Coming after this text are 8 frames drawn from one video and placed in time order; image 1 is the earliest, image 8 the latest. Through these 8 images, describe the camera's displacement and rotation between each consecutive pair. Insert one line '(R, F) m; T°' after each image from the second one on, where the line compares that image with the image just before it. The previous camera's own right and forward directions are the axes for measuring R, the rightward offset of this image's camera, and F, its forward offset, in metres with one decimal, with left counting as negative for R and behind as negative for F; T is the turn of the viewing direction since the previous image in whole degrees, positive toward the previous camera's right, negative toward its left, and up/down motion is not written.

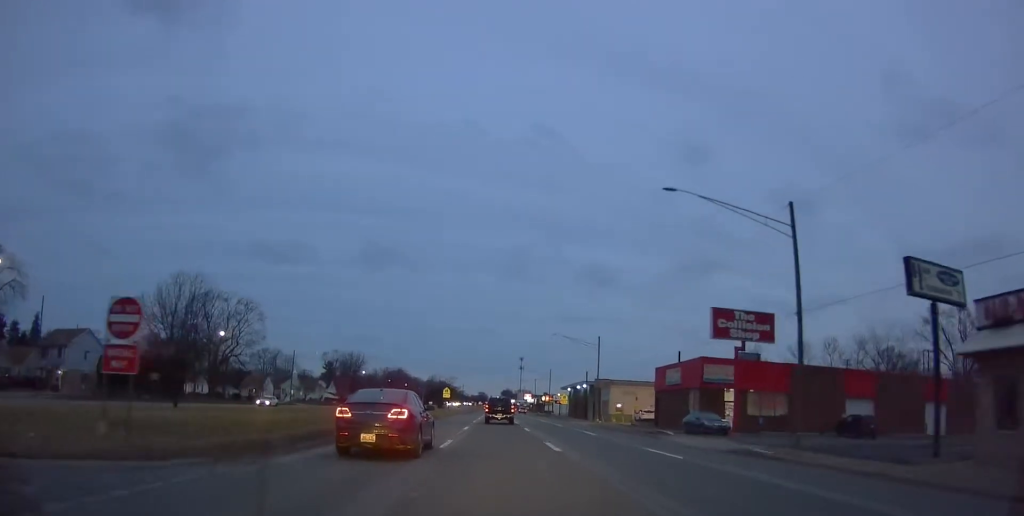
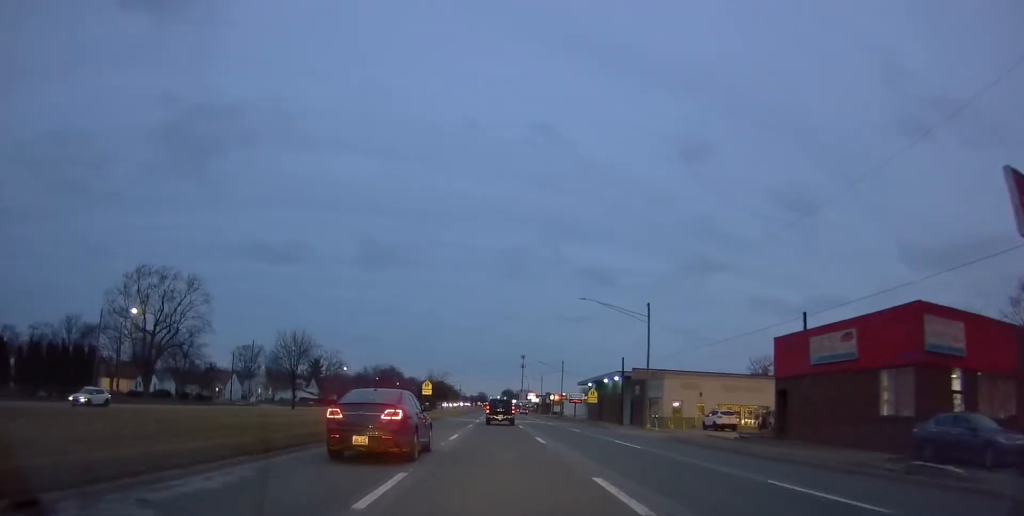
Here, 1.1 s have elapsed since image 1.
(-0.7, +24.0) m; -1°
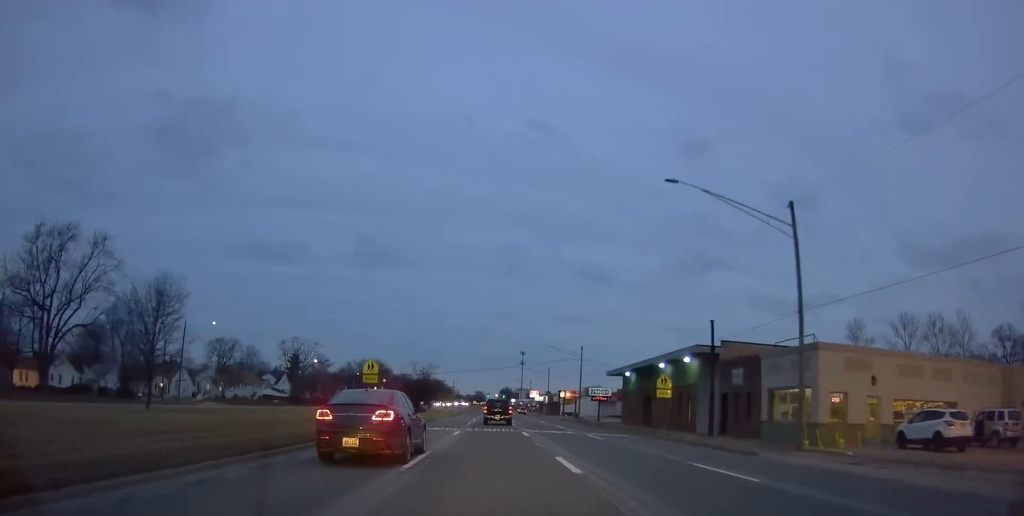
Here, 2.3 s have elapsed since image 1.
(+0.7, +26.1) m; +2°
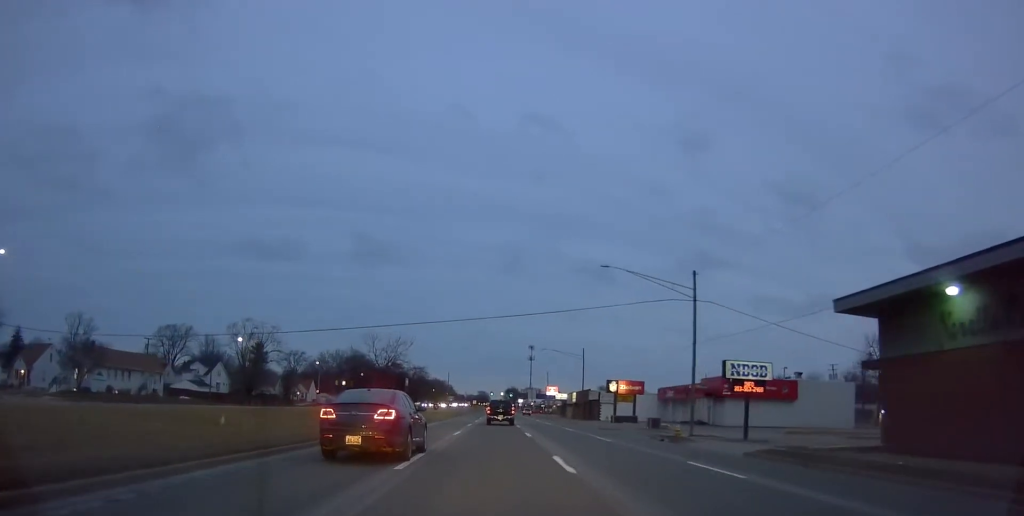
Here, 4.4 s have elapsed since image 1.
(-1.6, +46.4) m; -2°
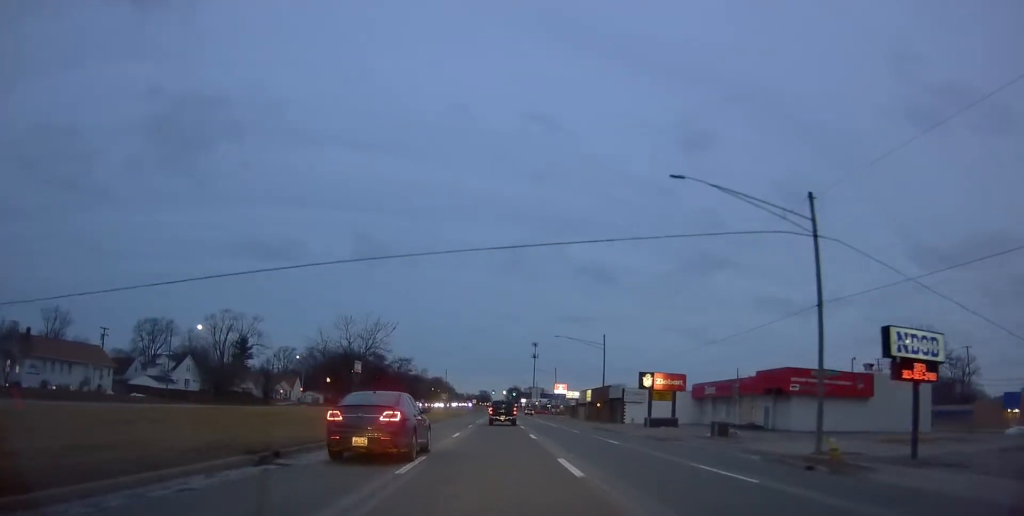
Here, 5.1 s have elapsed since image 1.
(+0.5, +15.3) m; +2°
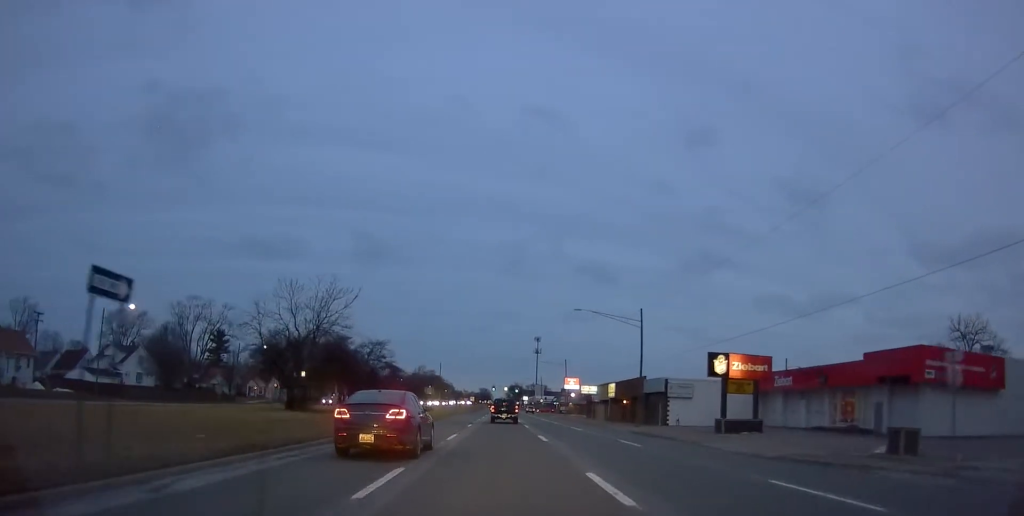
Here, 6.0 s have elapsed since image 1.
(+0.1, +18.2) m; 0°
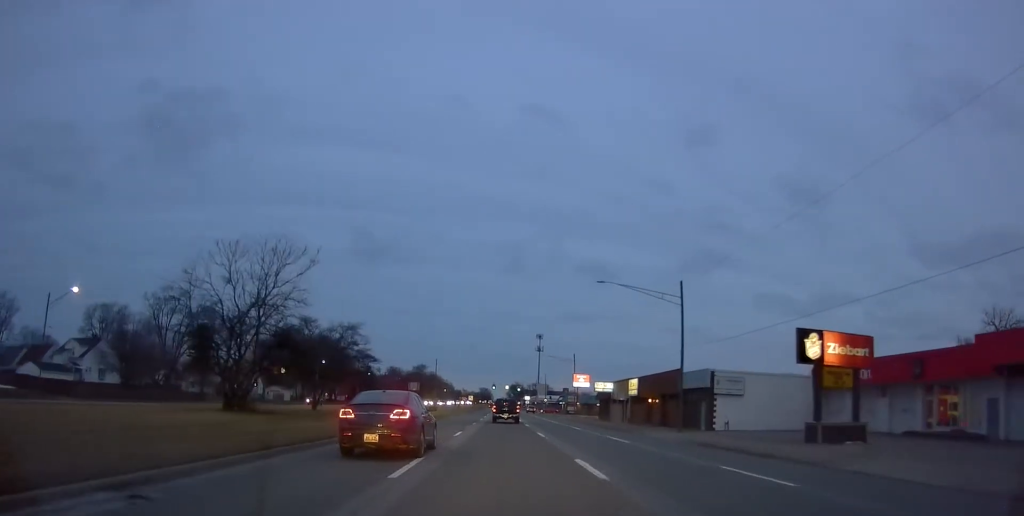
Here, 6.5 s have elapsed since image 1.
(0.0, +11.6) m; 0°
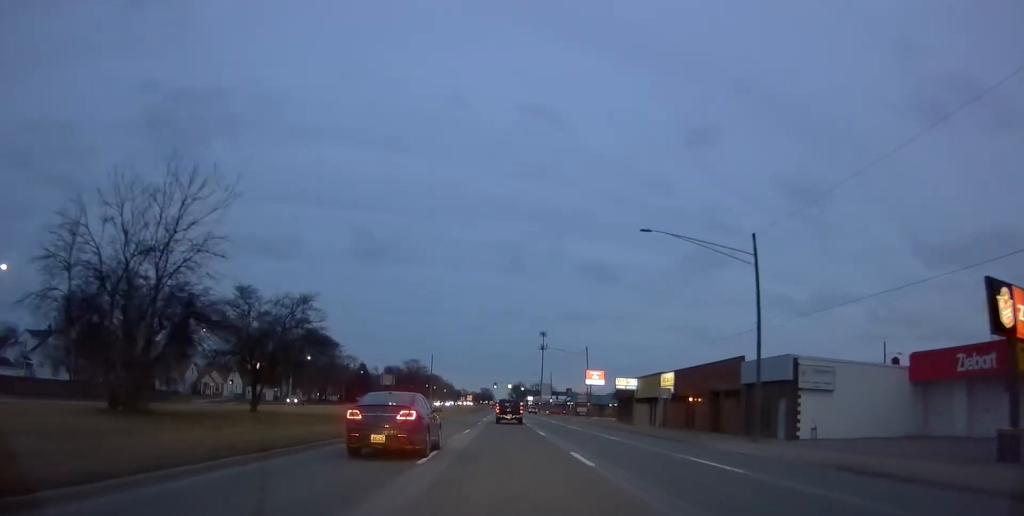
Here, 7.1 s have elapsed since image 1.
(-0.2, +12.4) m; 0°
